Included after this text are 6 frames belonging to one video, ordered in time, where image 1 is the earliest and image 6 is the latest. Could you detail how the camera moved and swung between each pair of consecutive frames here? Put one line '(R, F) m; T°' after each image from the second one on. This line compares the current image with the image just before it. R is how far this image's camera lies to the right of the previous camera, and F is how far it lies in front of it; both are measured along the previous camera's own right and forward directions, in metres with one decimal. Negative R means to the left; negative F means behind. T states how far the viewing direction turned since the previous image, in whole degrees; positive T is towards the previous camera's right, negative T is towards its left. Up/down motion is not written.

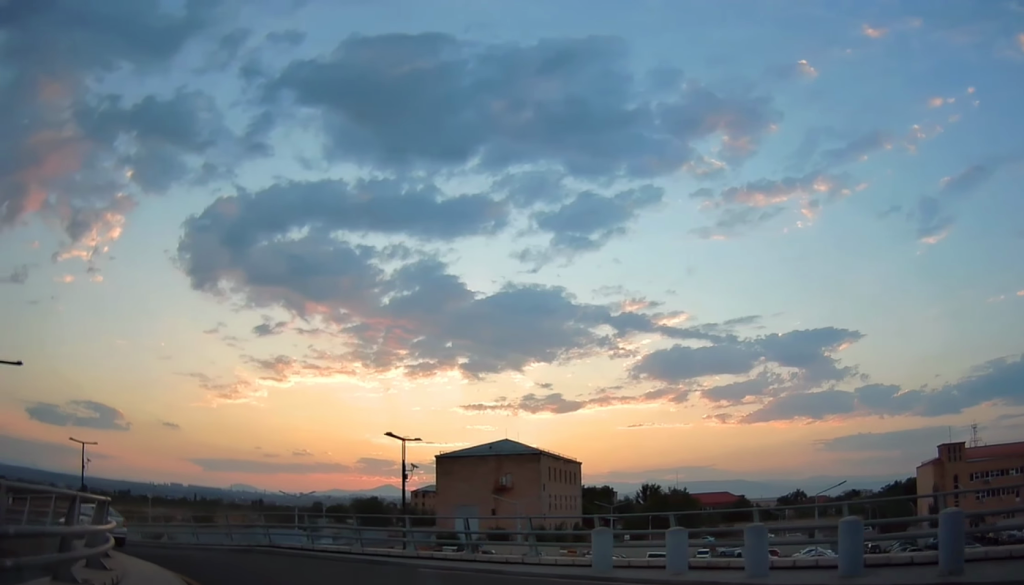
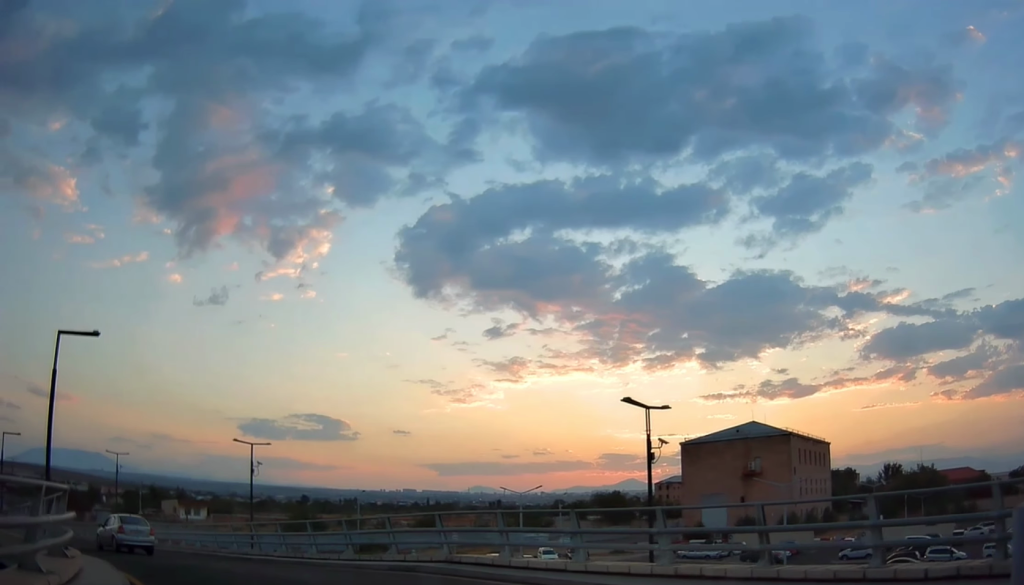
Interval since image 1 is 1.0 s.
(-1.6, +6.7) m; -23°
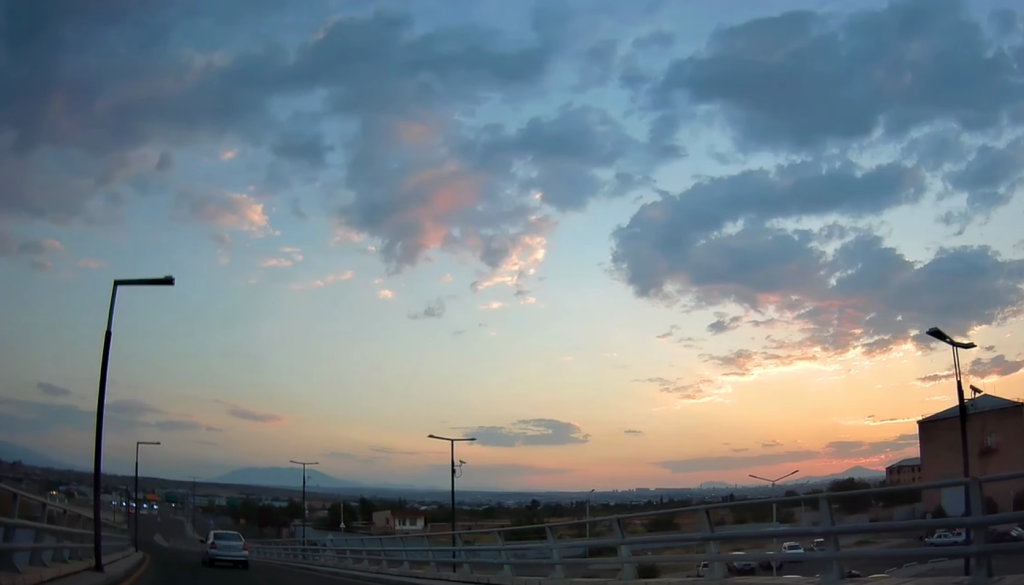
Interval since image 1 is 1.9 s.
(-0.9, +5.9) m; -16°
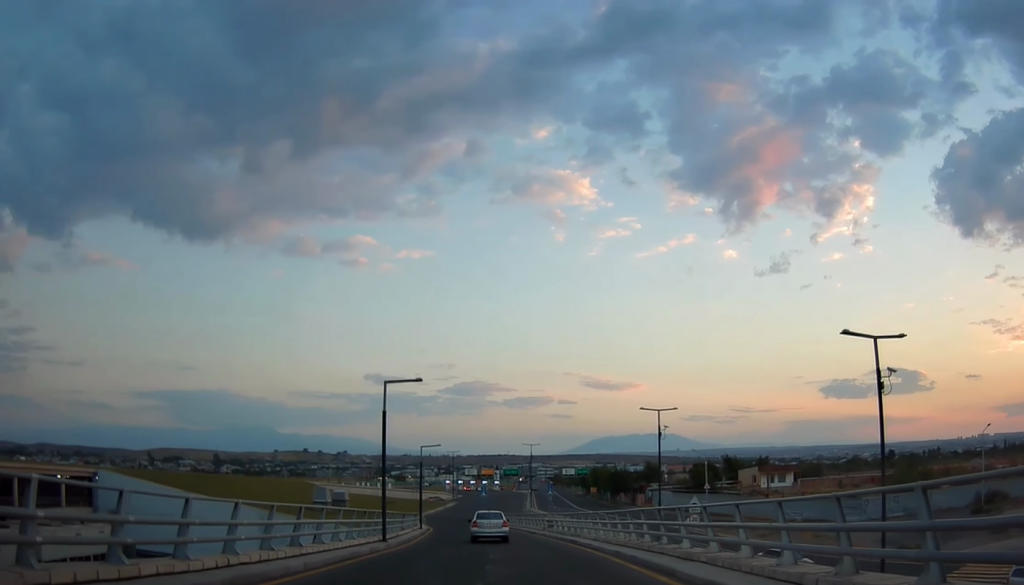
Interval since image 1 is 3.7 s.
(-2.6, +10.6) m; -28°
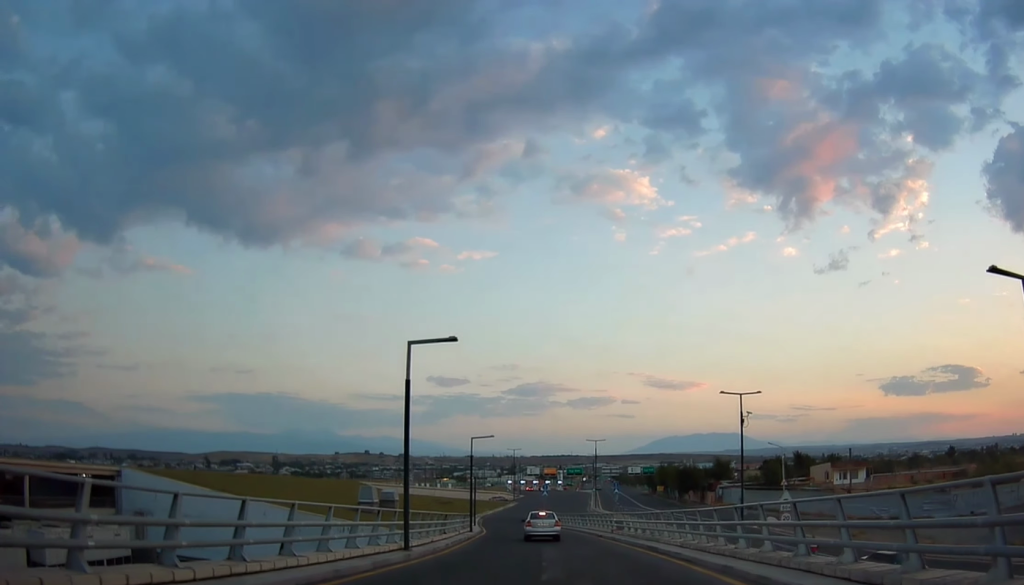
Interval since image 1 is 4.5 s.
(-0.5, +4.9) m; -12°
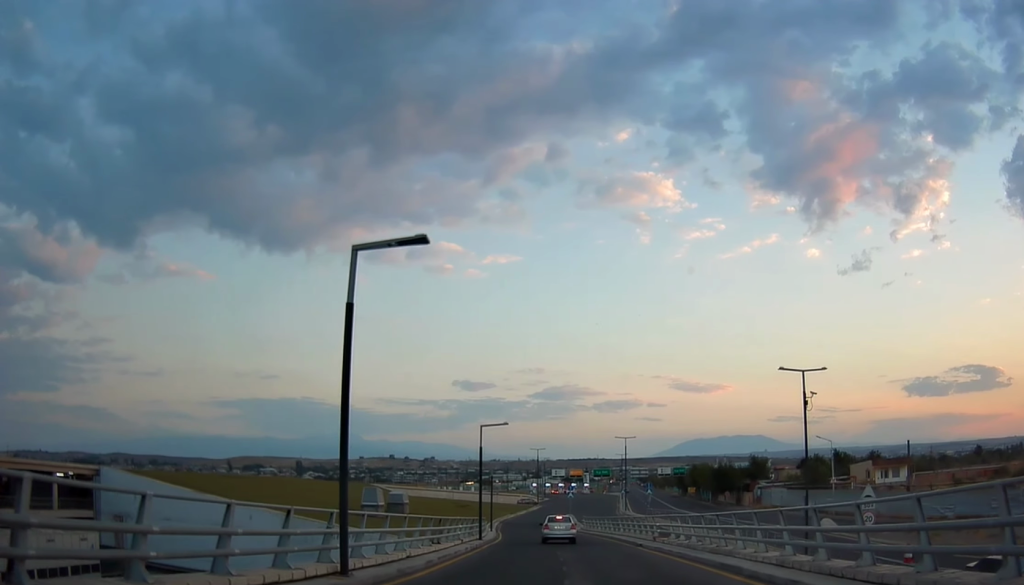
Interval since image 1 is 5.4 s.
(-0.8, +6.2) m; -10°
